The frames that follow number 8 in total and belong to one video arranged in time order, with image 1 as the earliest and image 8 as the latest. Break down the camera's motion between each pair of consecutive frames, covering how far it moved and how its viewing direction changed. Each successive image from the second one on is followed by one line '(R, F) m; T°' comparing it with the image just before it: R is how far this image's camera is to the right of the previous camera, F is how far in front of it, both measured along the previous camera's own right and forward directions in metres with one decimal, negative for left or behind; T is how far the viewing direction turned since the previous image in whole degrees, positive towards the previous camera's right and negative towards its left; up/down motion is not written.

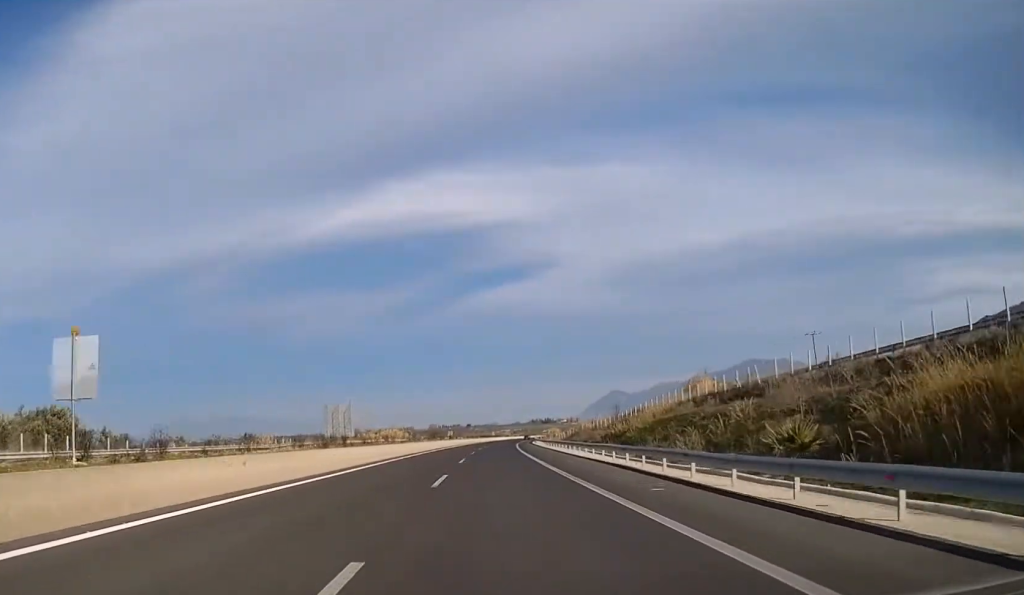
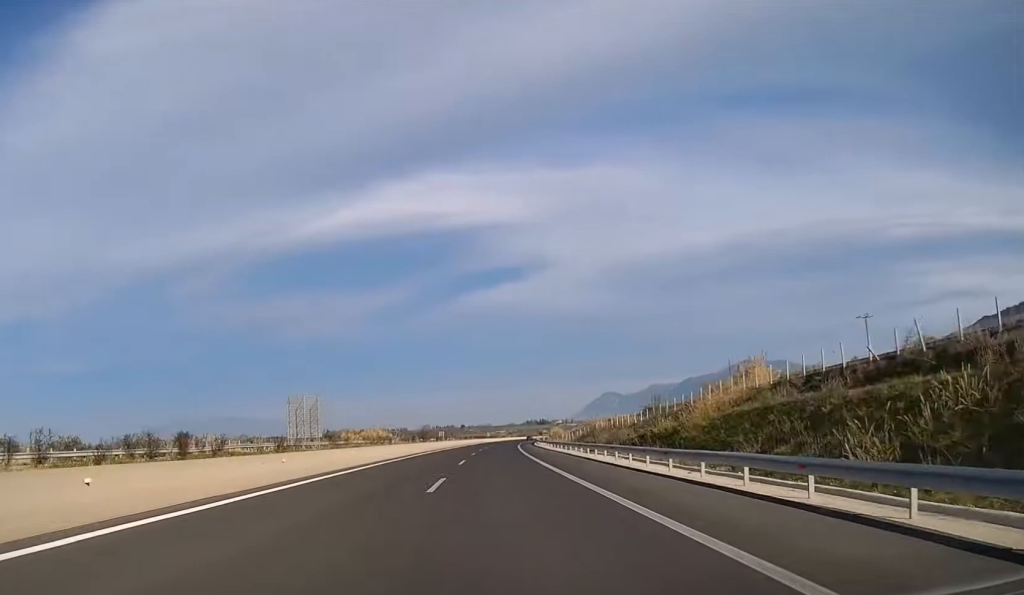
(+0.1, +19.6) m; 0°
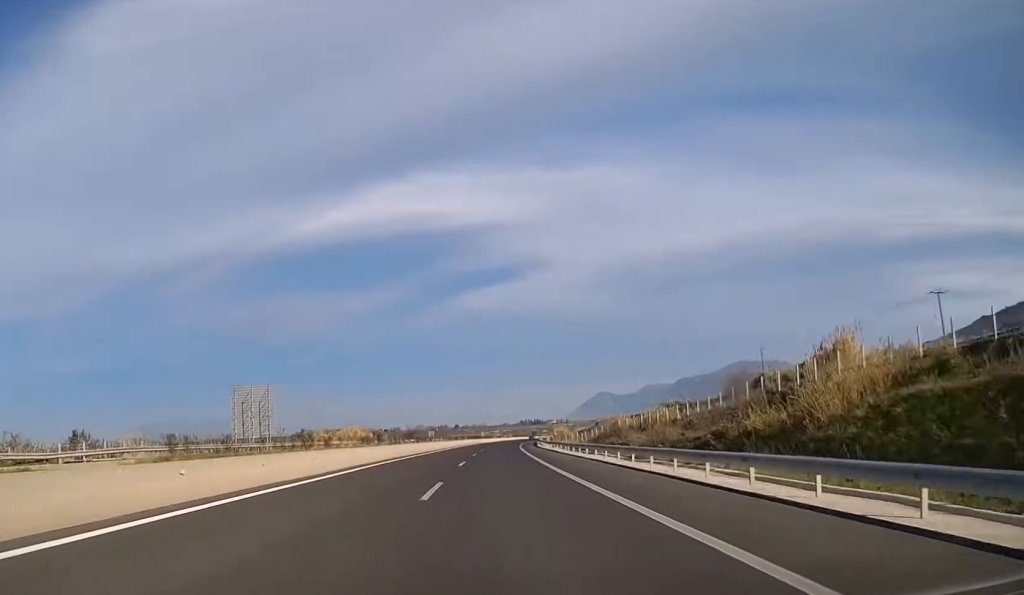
(+0.1, +19.7) m; 0°
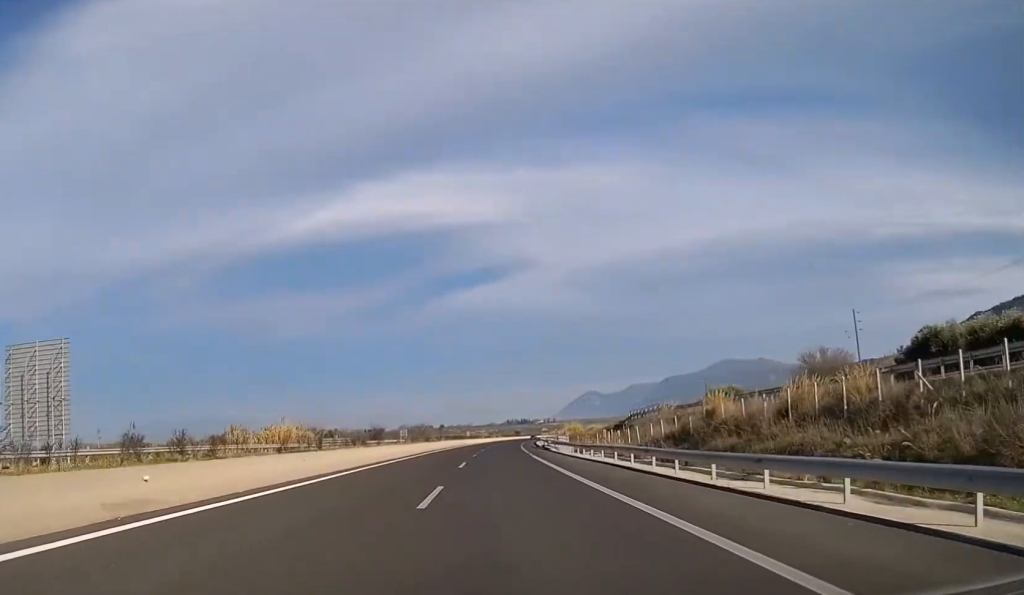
(+0.2, +37.3) m; +1°
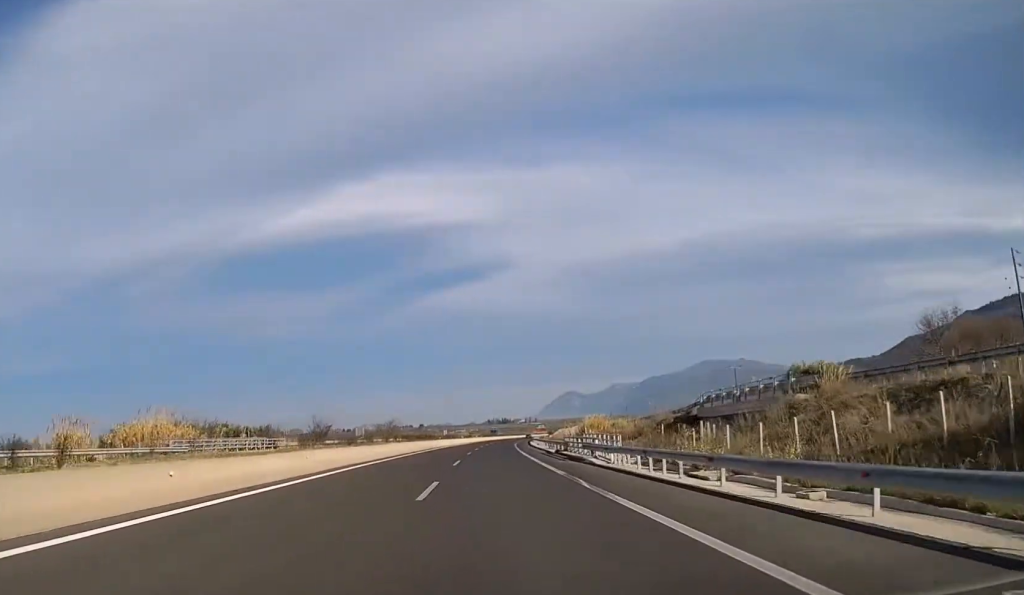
(+0.2, +33.0) m; +1°
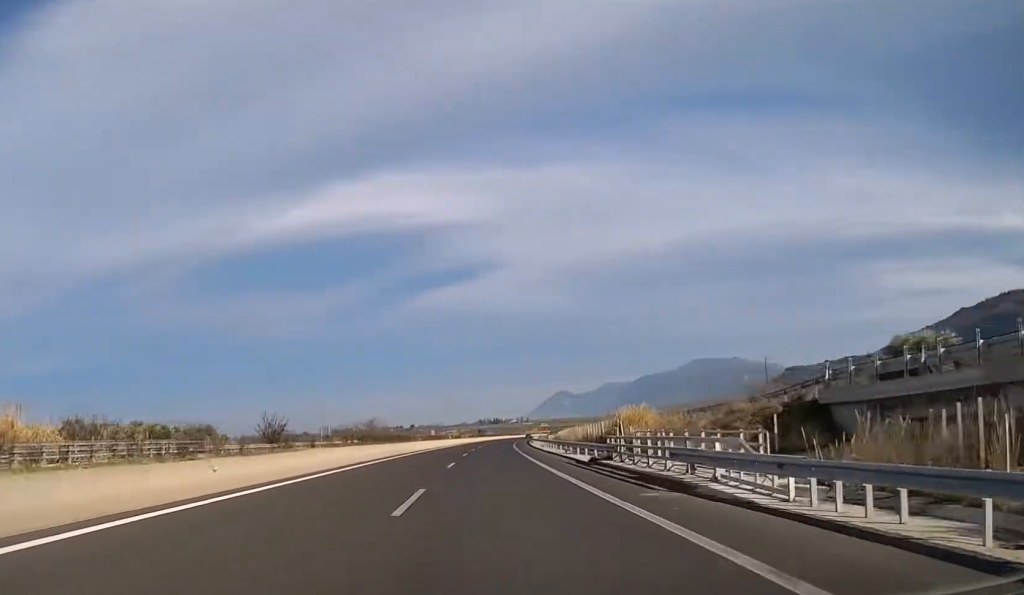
(+0.3, +20.2) m; +1°
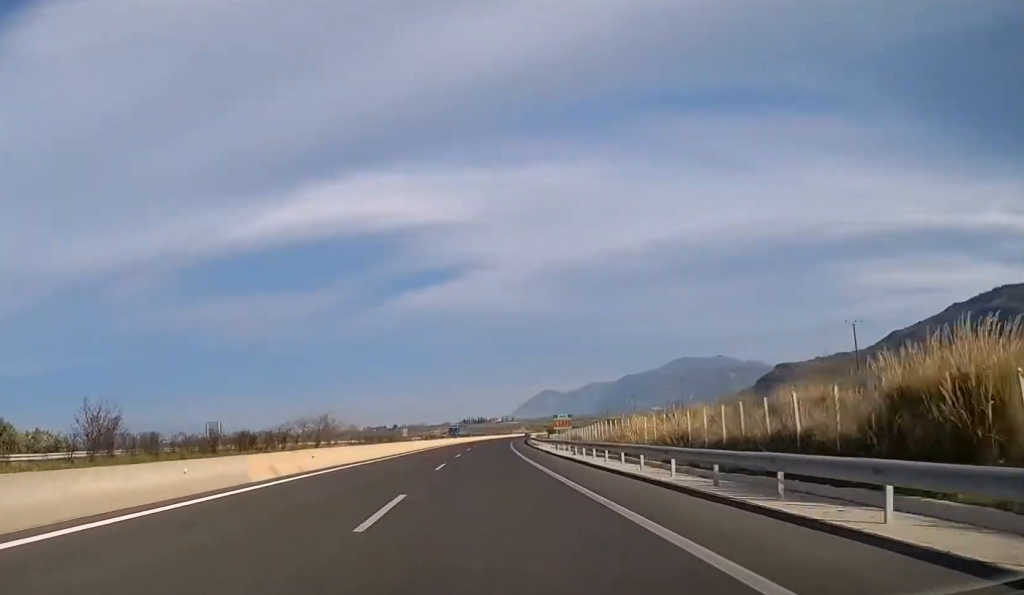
(+0.5, +37.4) m; +1°
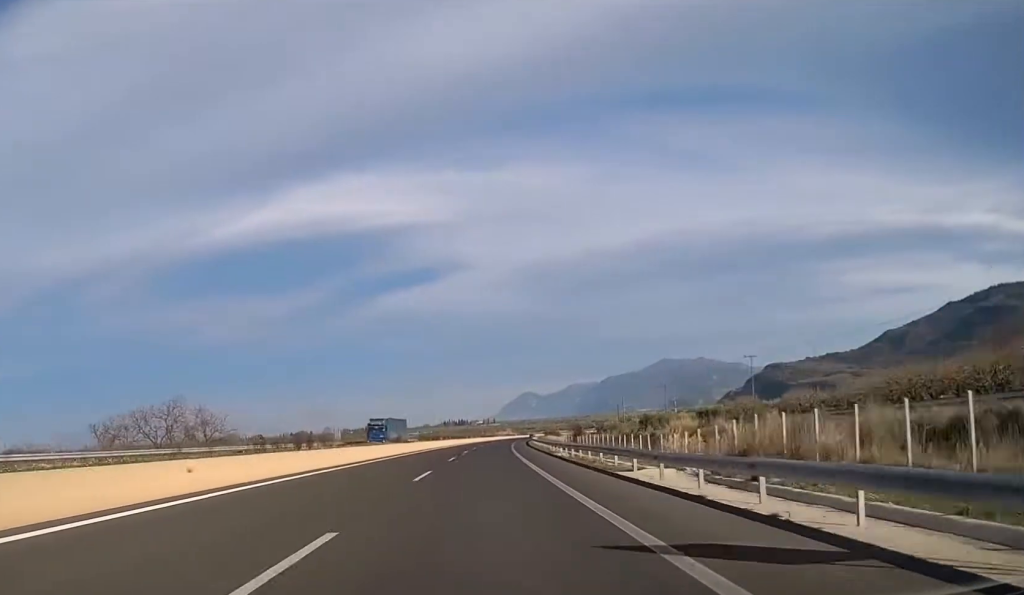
(+0.9, +60.2) m; +2°
